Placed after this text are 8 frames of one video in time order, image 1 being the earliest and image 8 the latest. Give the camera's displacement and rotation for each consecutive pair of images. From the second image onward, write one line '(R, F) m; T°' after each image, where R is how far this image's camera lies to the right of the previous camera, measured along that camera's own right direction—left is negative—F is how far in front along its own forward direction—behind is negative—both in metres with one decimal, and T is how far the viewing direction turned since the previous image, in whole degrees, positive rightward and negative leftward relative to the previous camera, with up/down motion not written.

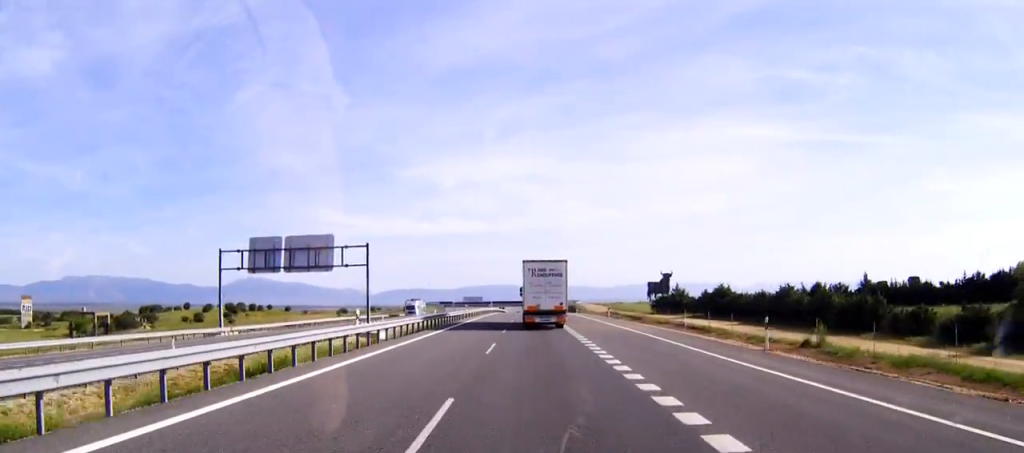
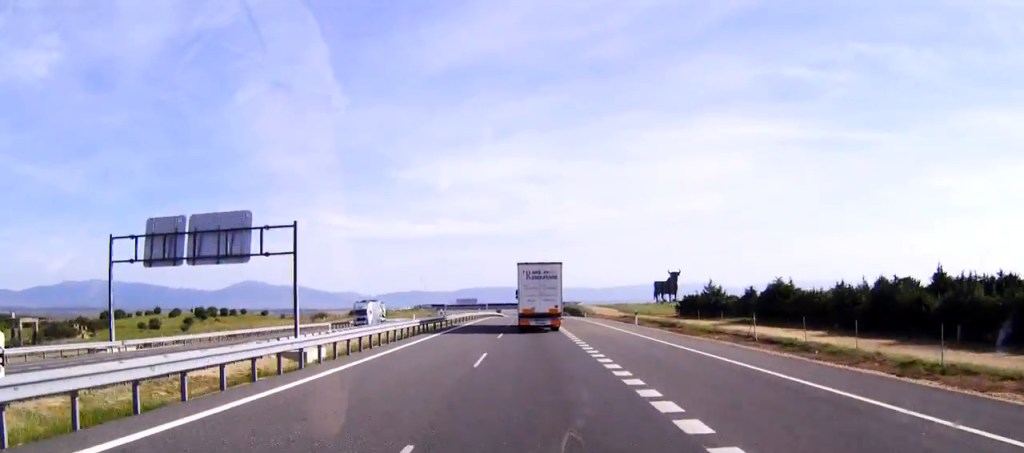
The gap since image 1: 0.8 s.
(0.0, +20.8) m; 0°
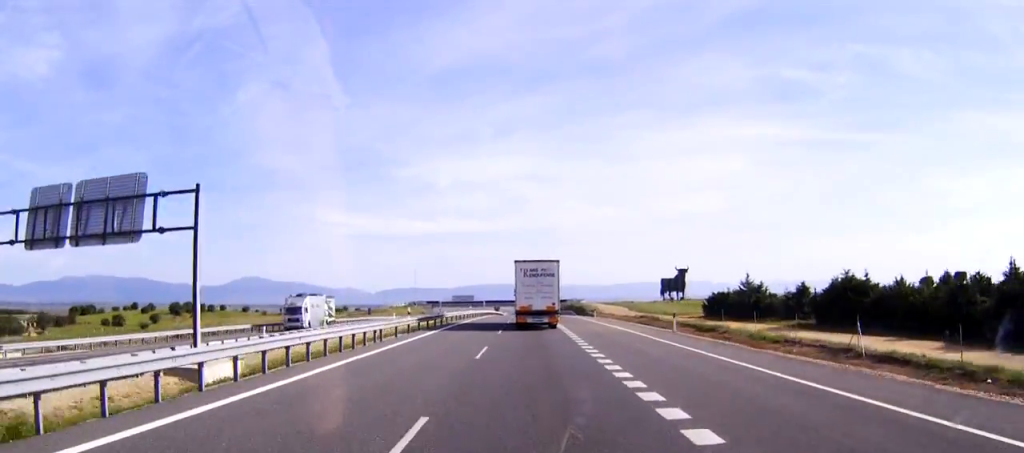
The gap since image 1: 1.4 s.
(0.0, +15.0) m; 0°
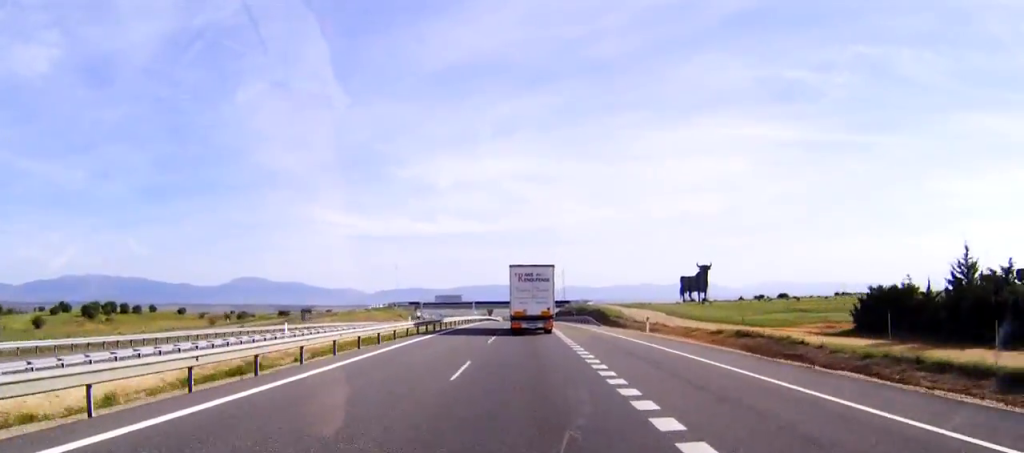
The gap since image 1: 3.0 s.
(0.0, +39.1) m; 0°
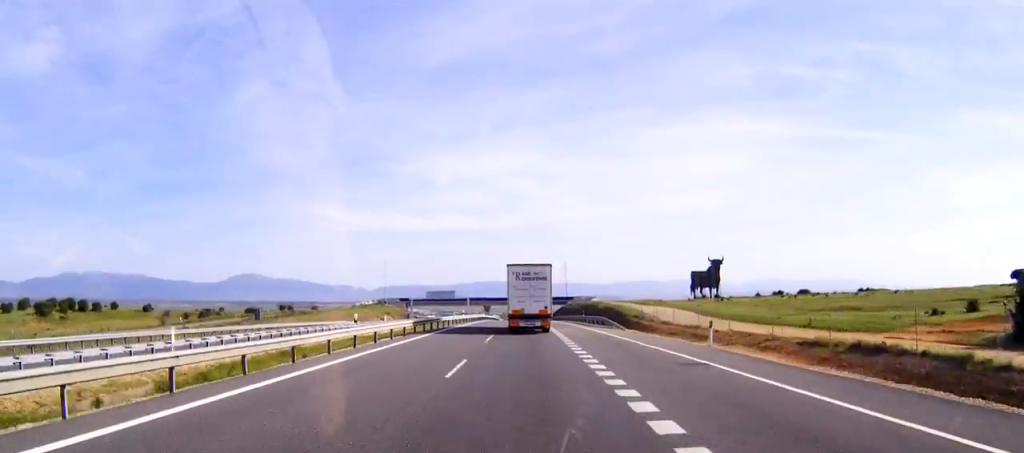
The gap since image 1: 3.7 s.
(+0.1, +16.6) m; 0°
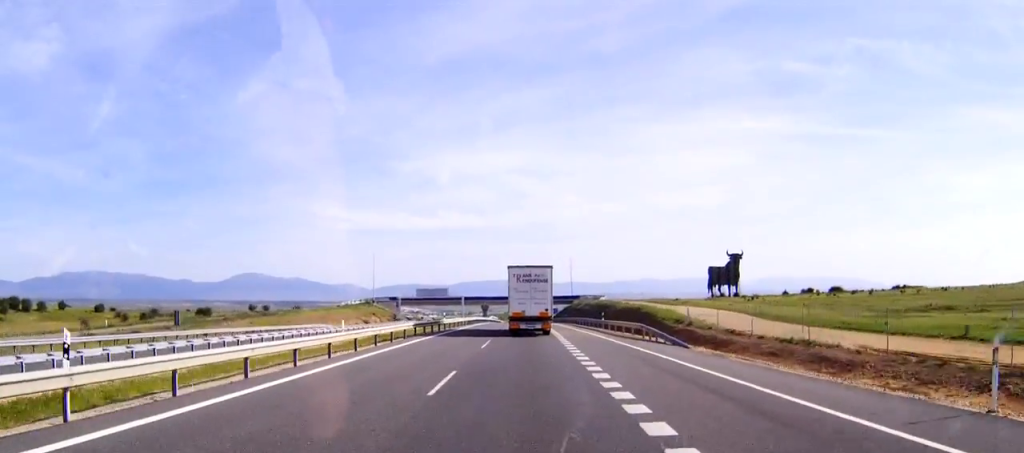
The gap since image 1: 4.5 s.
(0.0, +20.0) m; 0°
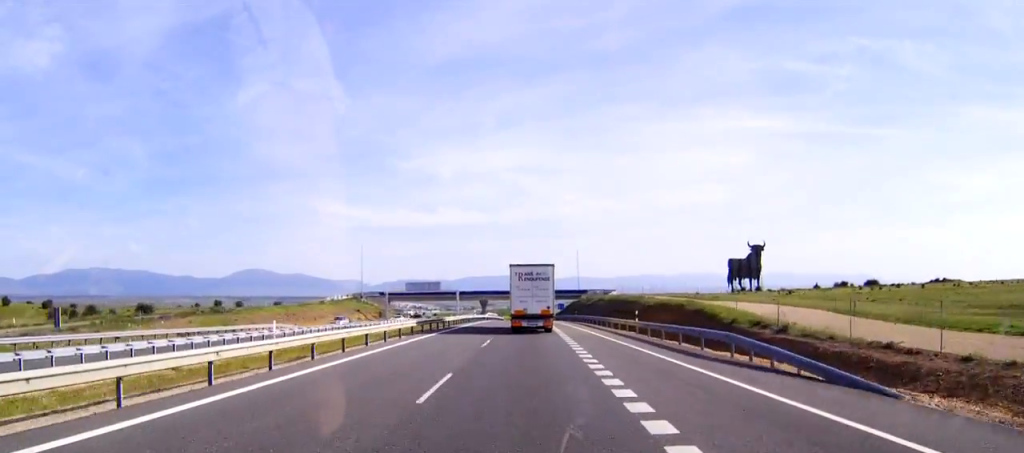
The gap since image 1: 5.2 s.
(0.0, +18.3) m; 0°
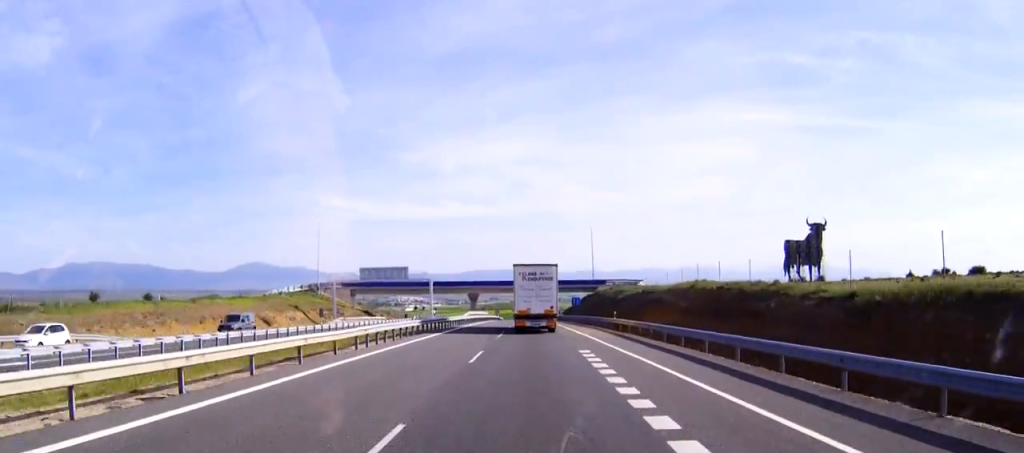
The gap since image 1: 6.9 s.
(-0.1, +41.7) m; 0°
